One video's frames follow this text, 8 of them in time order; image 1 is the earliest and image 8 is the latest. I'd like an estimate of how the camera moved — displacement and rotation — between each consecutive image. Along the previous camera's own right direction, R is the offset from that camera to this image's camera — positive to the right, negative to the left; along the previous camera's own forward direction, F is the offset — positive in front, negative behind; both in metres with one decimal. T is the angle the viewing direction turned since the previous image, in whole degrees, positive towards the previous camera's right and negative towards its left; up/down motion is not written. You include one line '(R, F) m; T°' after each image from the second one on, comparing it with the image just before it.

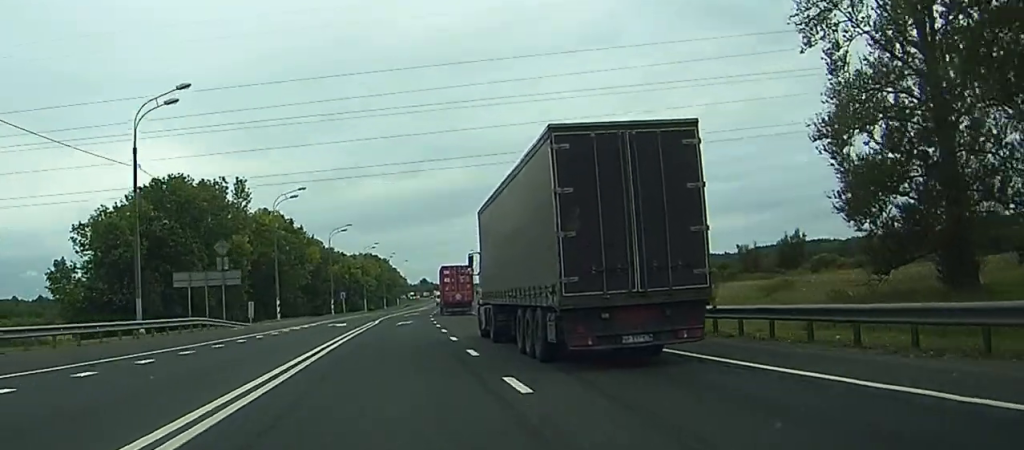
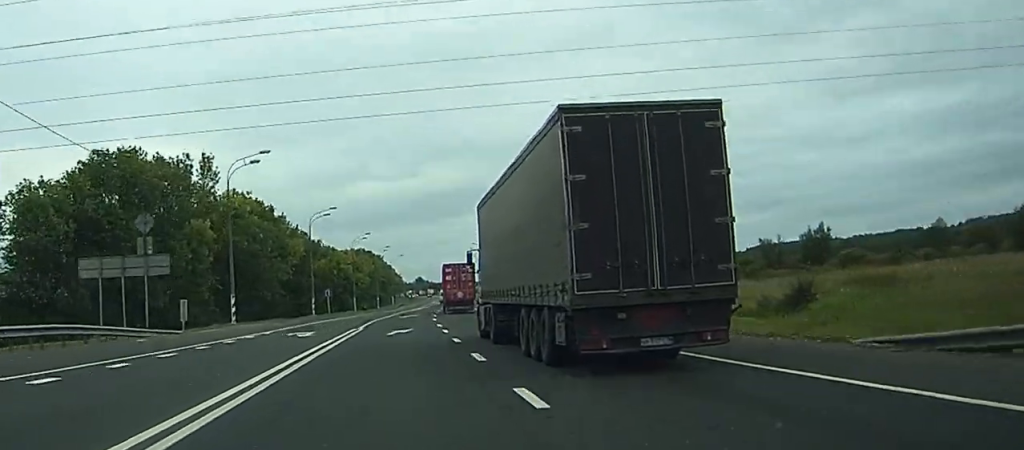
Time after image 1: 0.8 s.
(+0.1, +17.4) m; 0°
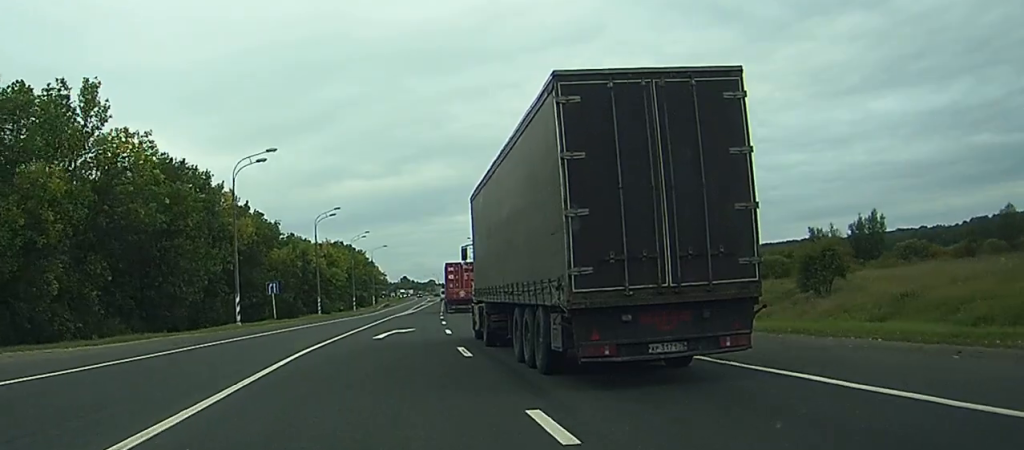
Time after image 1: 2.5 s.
(+0.2, +34.2) m; +1°
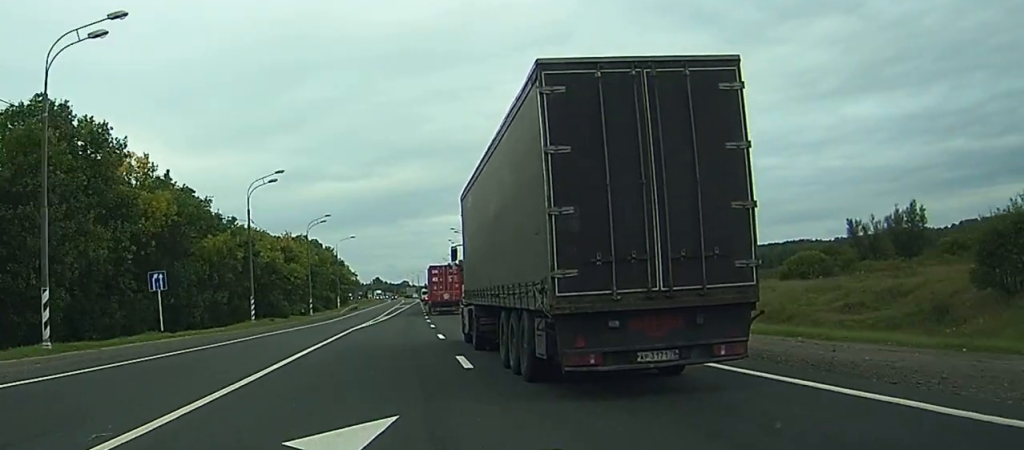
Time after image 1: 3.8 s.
(+0.3, +27.1) m; +1°
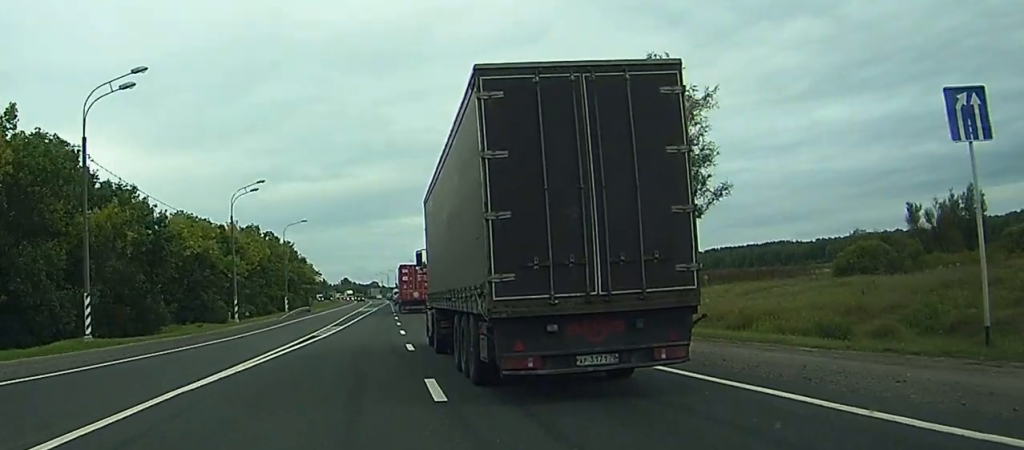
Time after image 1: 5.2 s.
(+0.5, +29.3) m; +2°
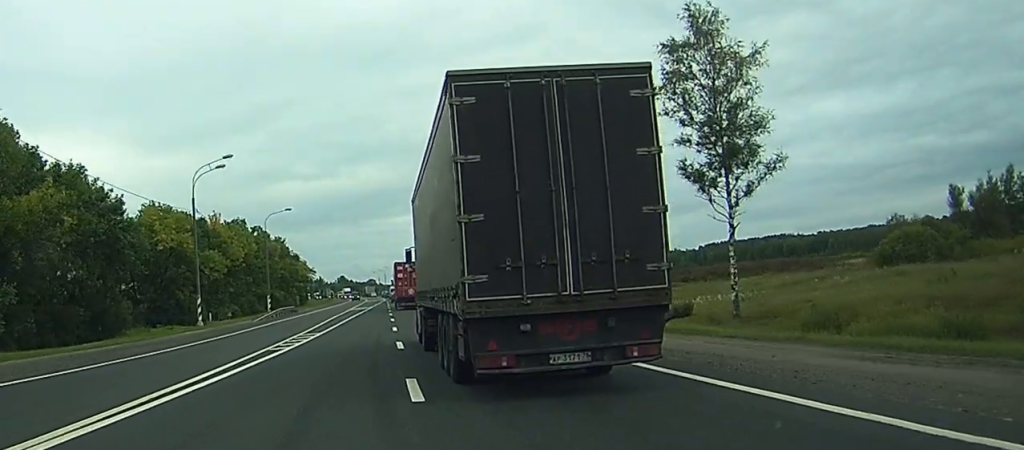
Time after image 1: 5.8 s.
(0.0, +12.1) m; 0°
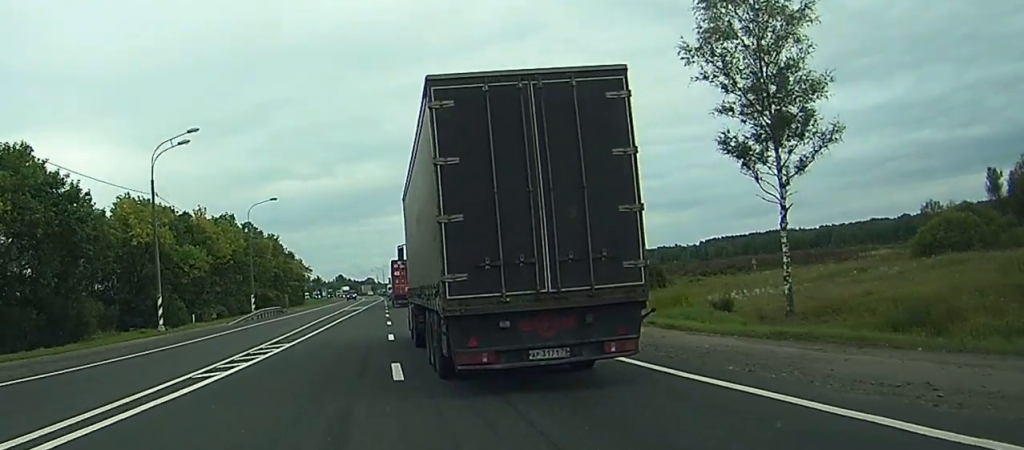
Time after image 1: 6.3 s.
(0.0, +9.3) m; 0°
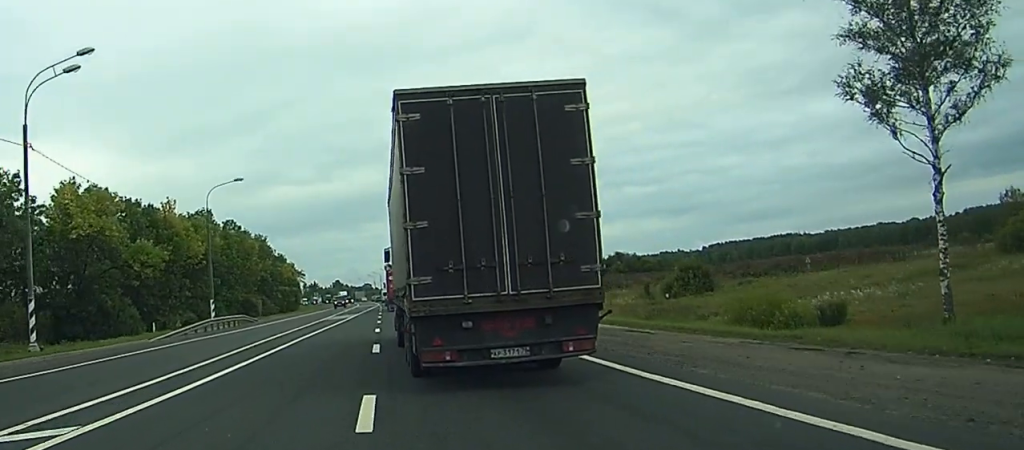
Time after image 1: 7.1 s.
(+0.2, +17.1) m; +1°
